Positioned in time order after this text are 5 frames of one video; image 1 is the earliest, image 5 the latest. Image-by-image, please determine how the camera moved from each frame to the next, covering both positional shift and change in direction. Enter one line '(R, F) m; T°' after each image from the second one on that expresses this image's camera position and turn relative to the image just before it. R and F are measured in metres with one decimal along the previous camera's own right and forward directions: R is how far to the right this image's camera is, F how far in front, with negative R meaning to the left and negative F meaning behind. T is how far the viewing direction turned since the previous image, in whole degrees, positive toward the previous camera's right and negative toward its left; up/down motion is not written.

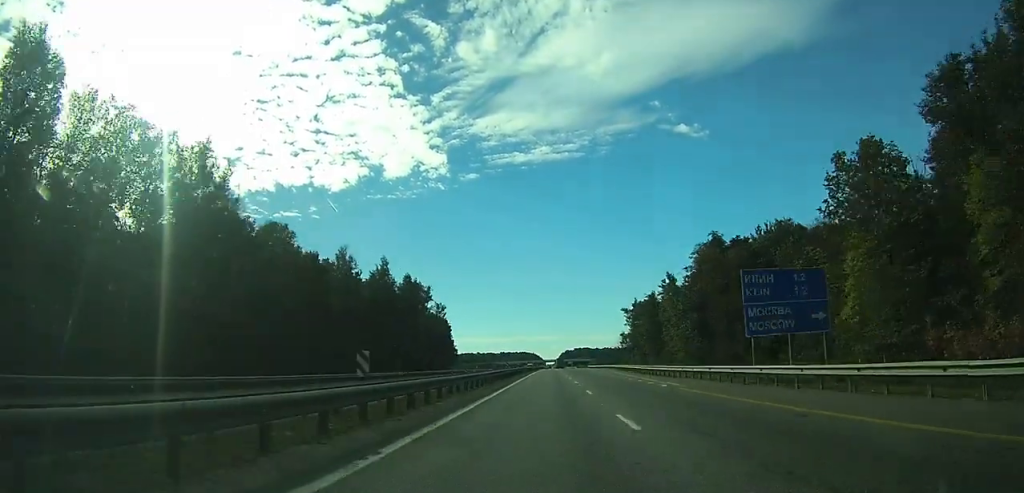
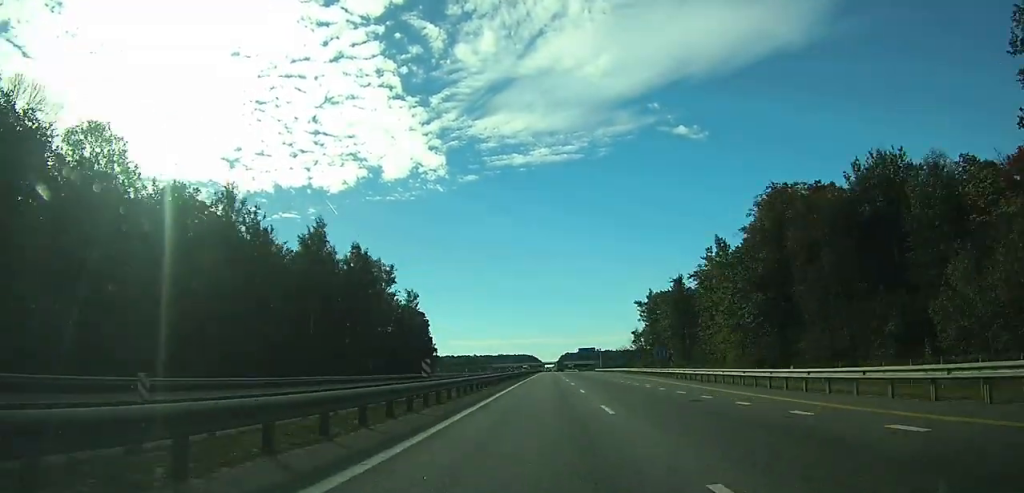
(0.0, +31.6) m; 0°
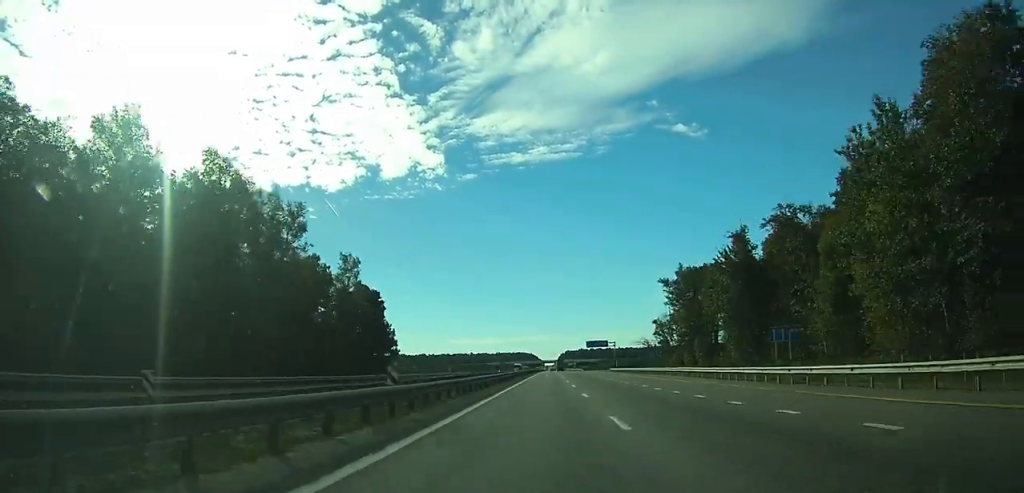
(+0.1, +39.2) m; 0°
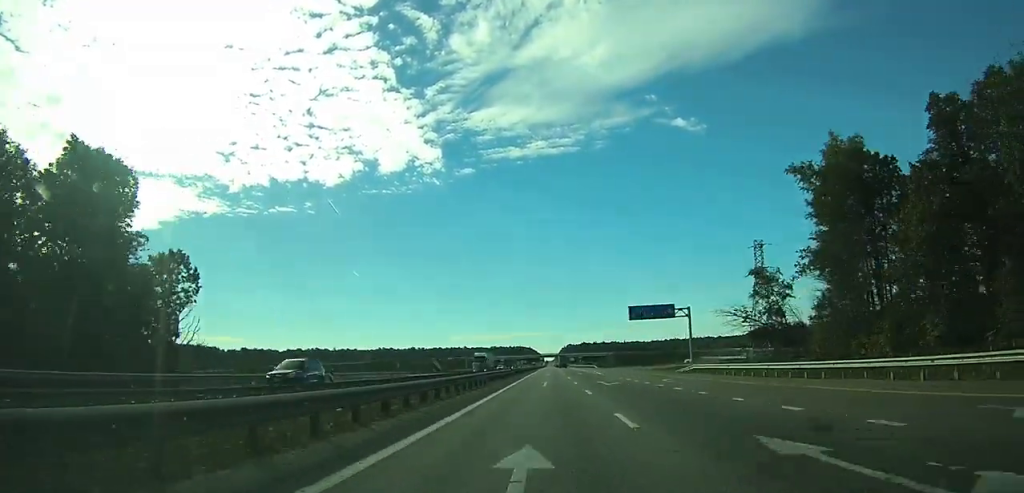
(-0.2, +71.7) m; 0°
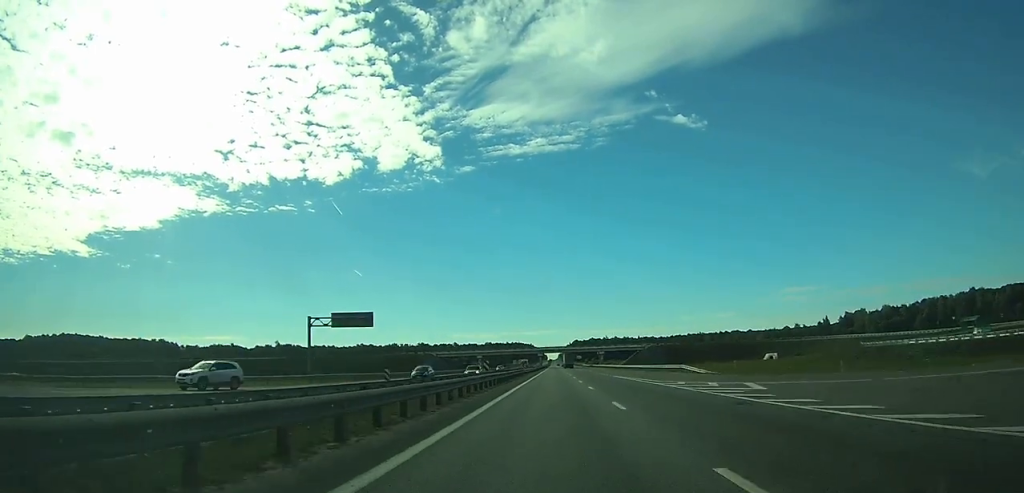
(-0.1, +115.5) m; 0°
